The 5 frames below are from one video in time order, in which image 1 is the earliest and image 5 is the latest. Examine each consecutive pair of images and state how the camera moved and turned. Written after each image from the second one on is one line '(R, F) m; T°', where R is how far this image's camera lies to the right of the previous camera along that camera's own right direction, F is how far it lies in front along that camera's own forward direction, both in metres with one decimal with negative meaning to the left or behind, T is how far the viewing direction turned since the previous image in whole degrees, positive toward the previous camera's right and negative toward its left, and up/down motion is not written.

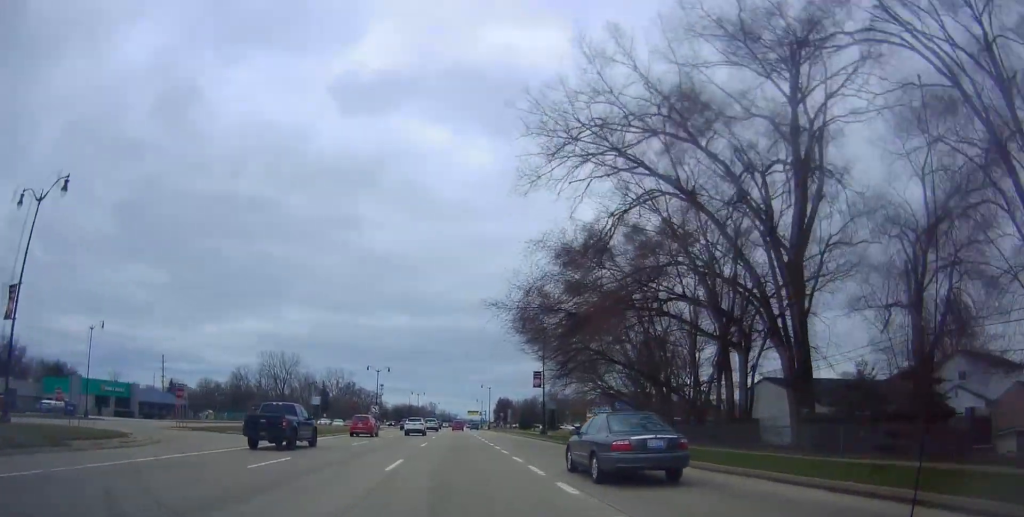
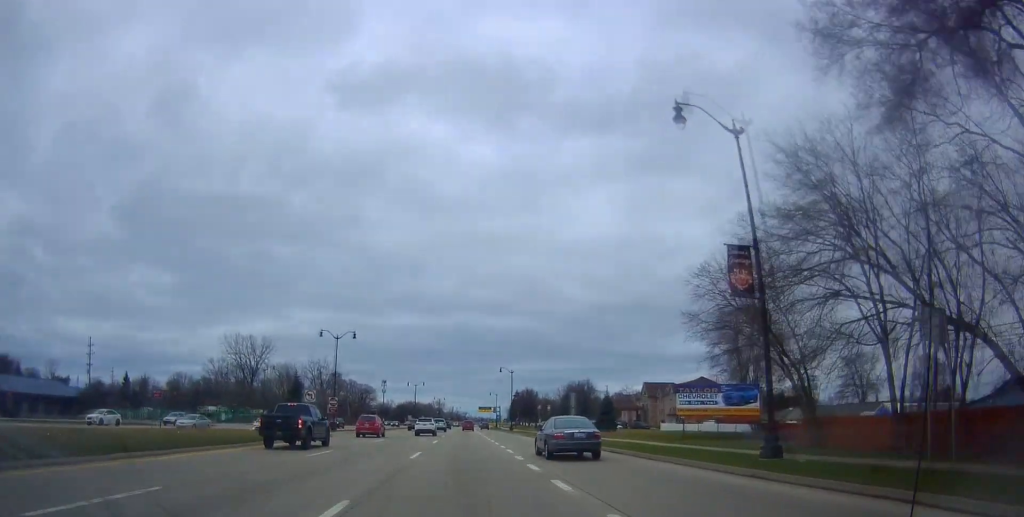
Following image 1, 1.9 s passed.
(-1.2, +40.2) m; -3°
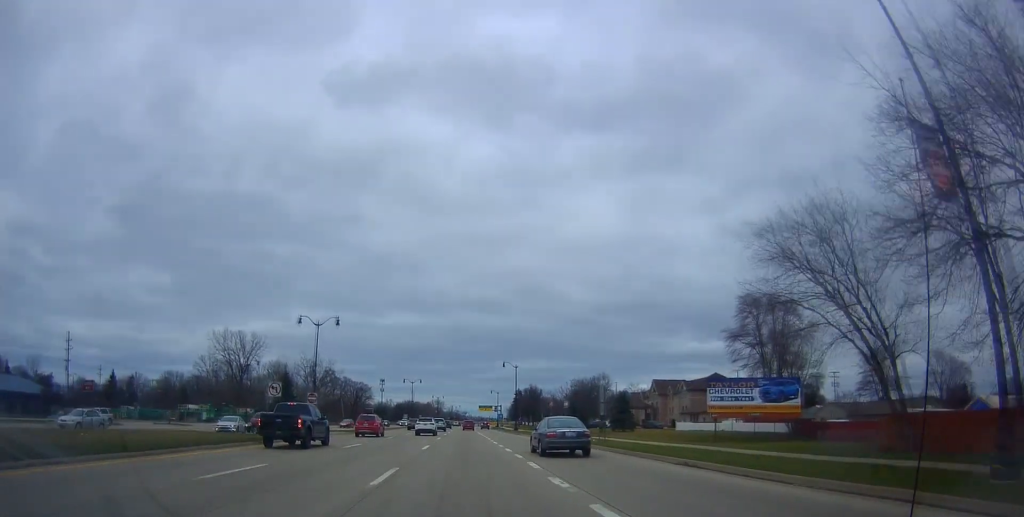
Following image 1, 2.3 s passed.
(+0.3, +8.5) m; -1°
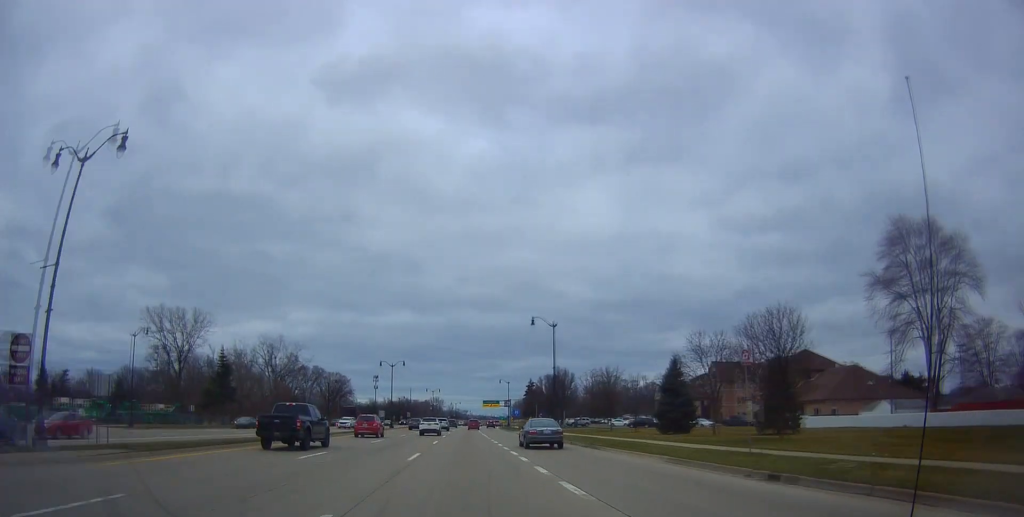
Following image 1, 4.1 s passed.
(-0.5, +38.6) m; 0°
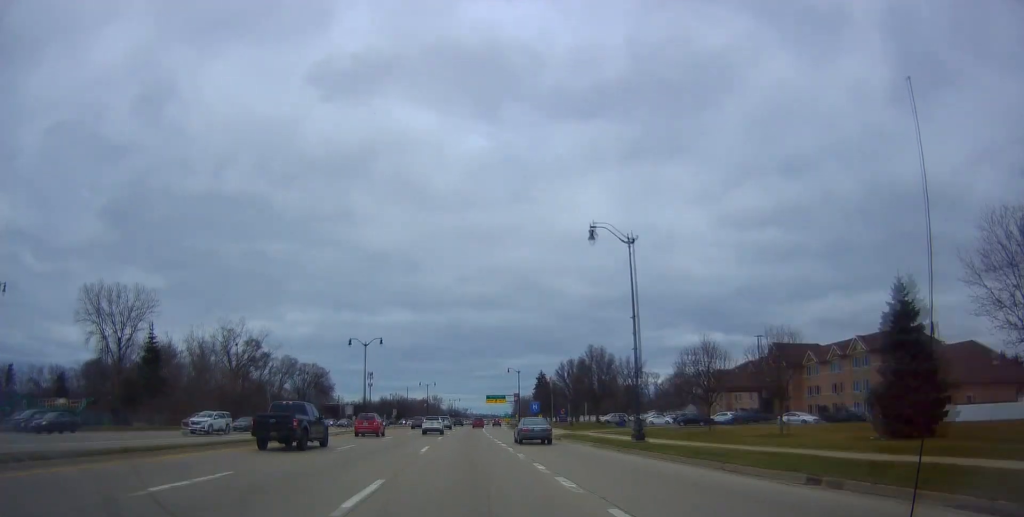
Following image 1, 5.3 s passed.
(-0.4, +26.0) m; -2°
